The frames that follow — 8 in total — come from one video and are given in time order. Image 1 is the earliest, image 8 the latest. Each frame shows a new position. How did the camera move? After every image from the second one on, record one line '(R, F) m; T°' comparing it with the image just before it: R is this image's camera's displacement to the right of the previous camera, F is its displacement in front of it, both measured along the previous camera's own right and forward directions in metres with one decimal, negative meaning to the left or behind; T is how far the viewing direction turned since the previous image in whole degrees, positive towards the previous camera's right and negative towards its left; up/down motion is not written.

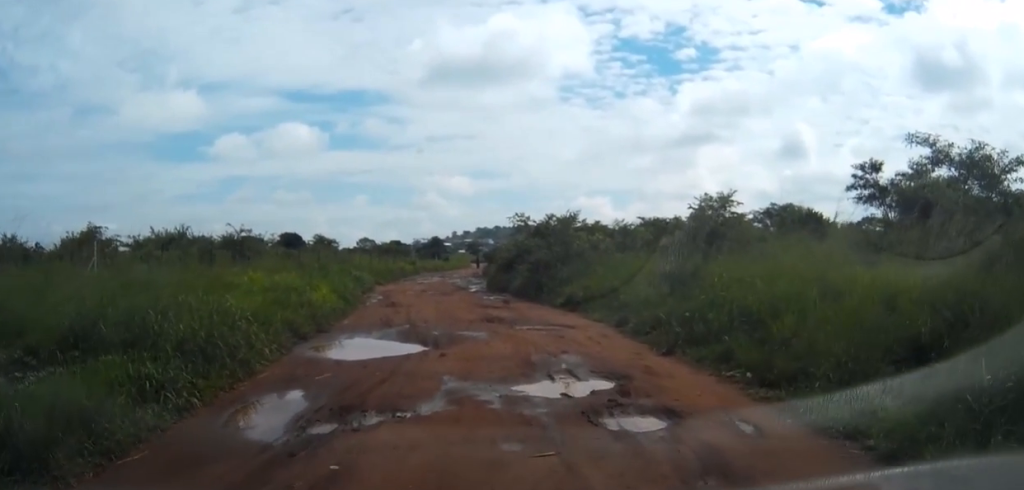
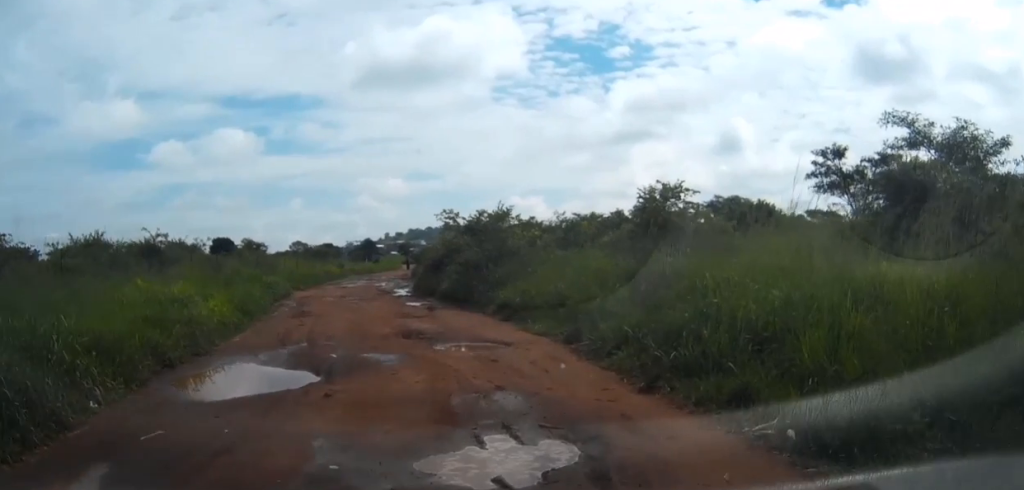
(+0.5, +2.8) m; +9°
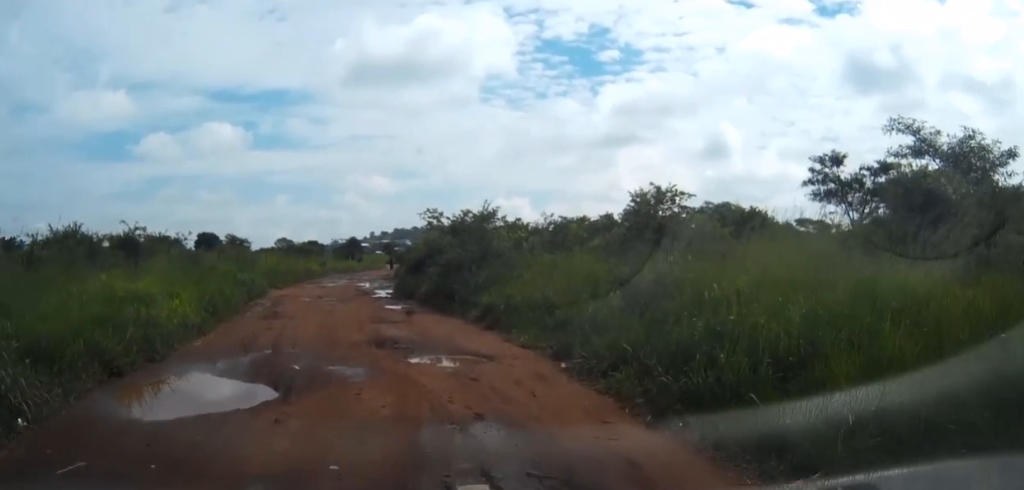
(0.0, +1.0) m; -1°
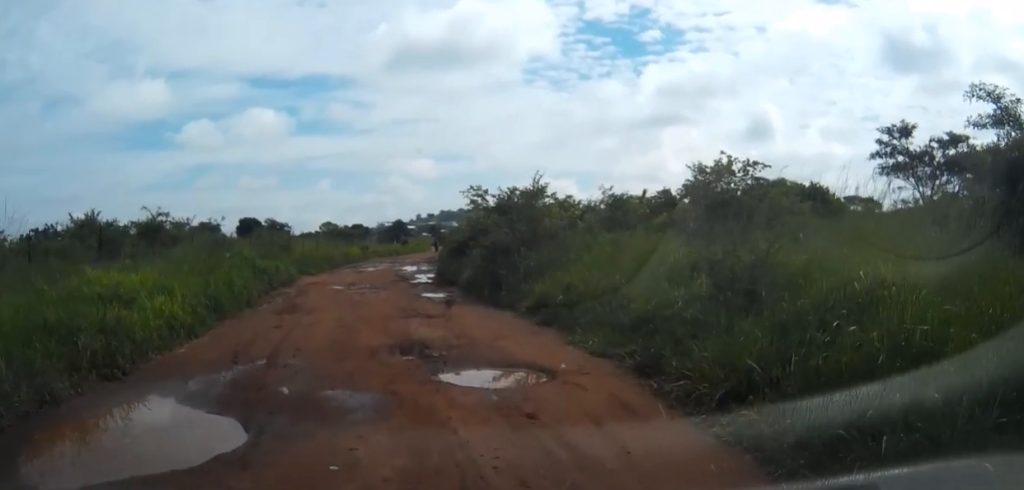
(-0.1, +2.5) m; -2°
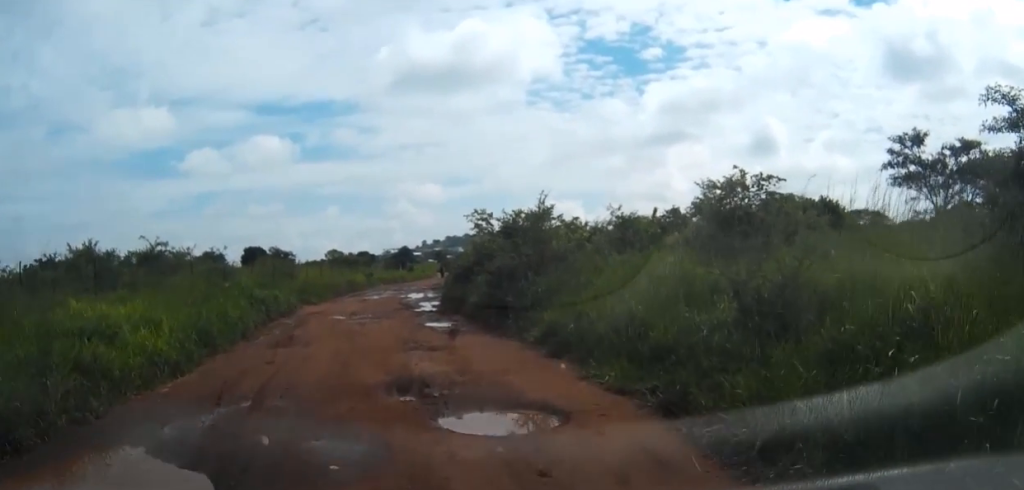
(-0.1, +0.8) m; 0°
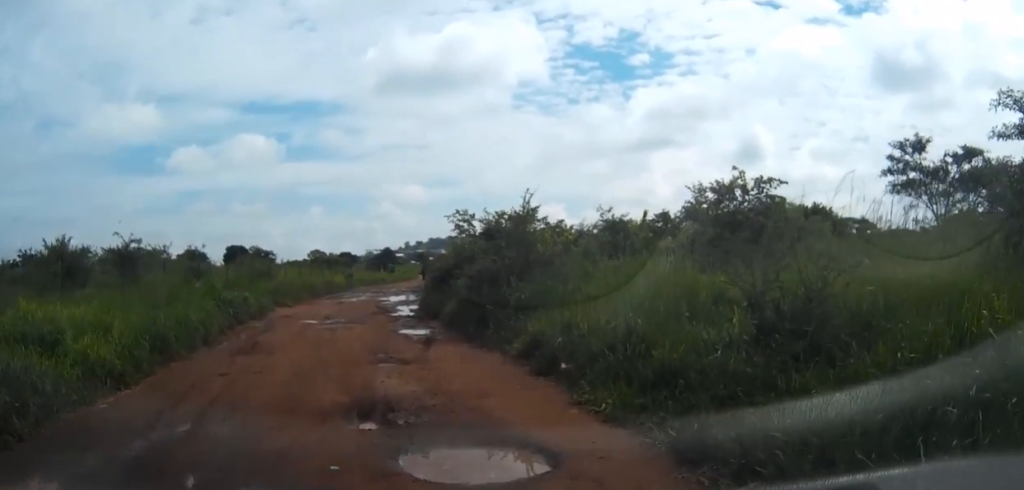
(+0.1, +1.2) m; +2°
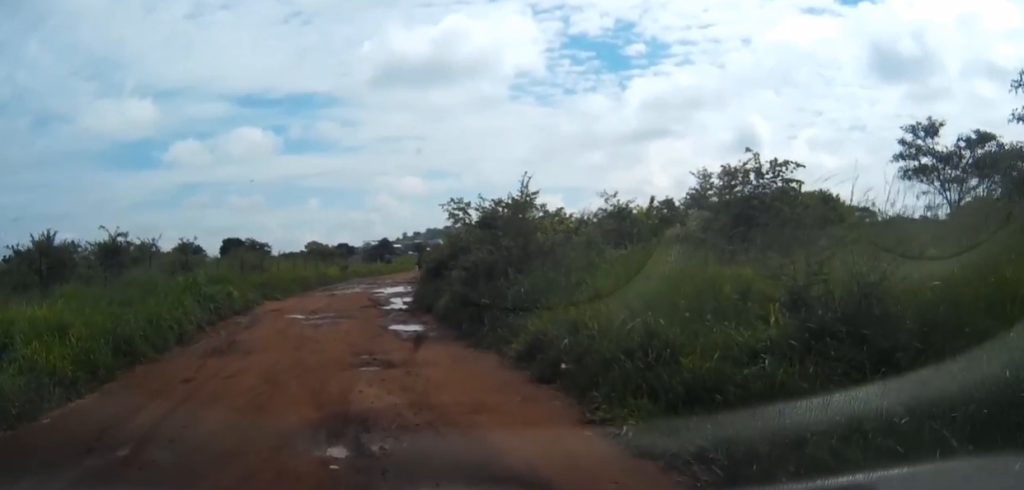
(0.0, +1.2) m; -4°
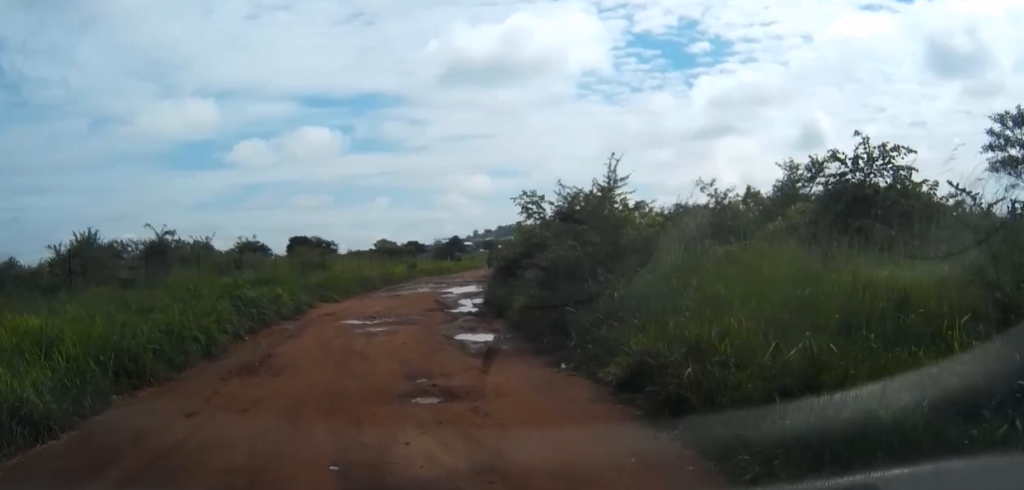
(-0.2, +1.9) m; -10°
